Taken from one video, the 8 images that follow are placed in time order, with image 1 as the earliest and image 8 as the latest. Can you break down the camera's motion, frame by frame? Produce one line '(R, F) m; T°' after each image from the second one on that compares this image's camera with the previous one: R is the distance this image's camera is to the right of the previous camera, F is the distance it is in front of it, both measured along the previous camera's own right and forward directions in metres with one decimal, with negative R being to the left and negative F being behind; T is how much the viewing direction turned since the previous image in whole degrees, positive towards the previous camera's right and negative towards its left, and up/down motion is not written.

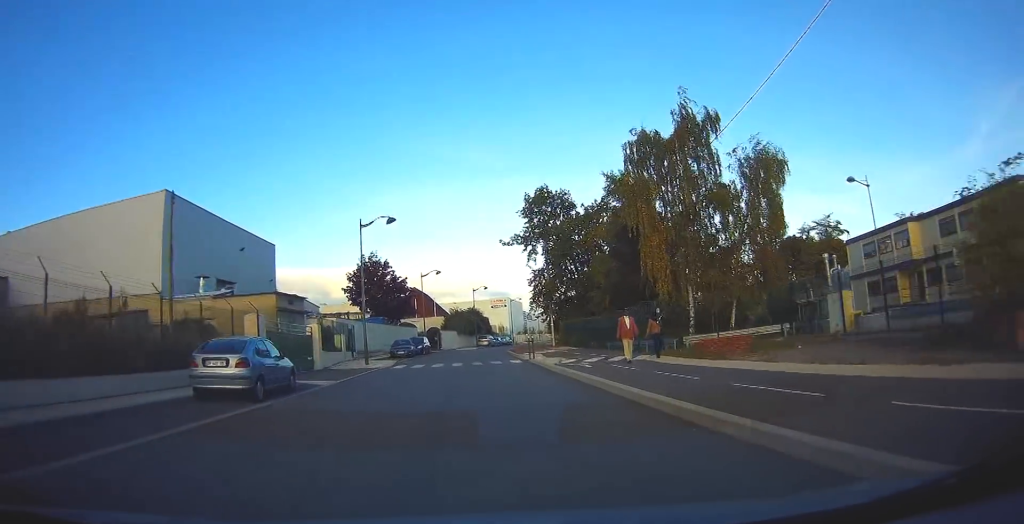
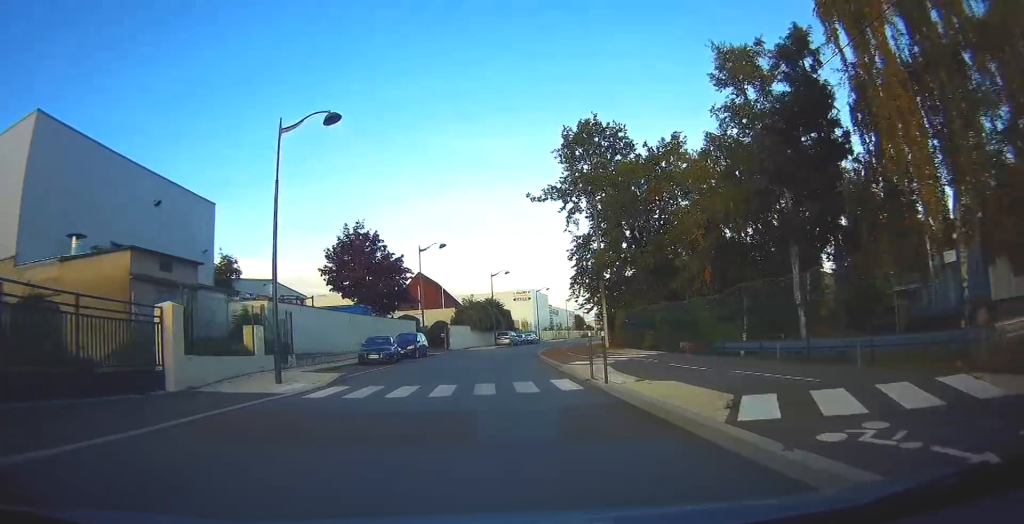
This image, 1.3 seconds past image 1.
(-0.1, +15.8) m; -2°
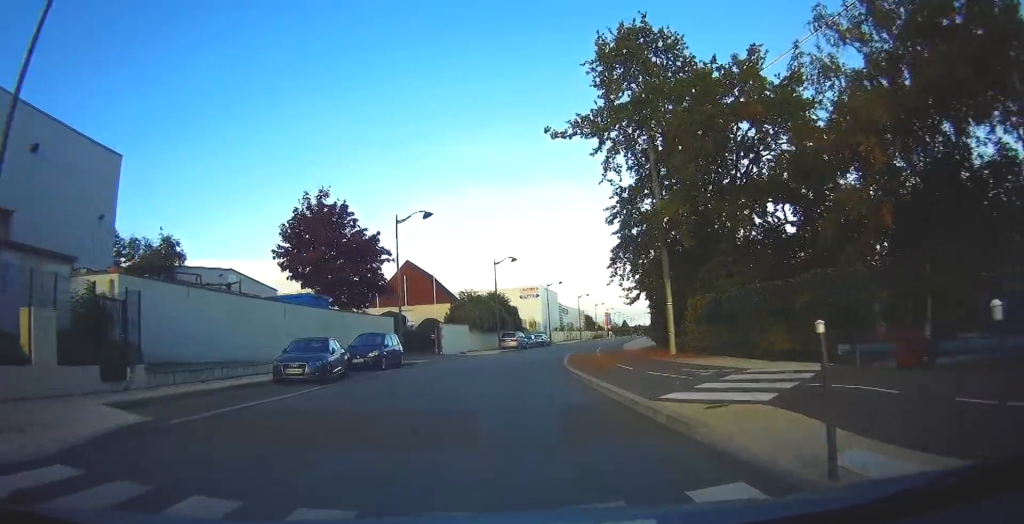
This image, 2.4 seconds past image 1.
(-0.4, +12.0) m; -2°
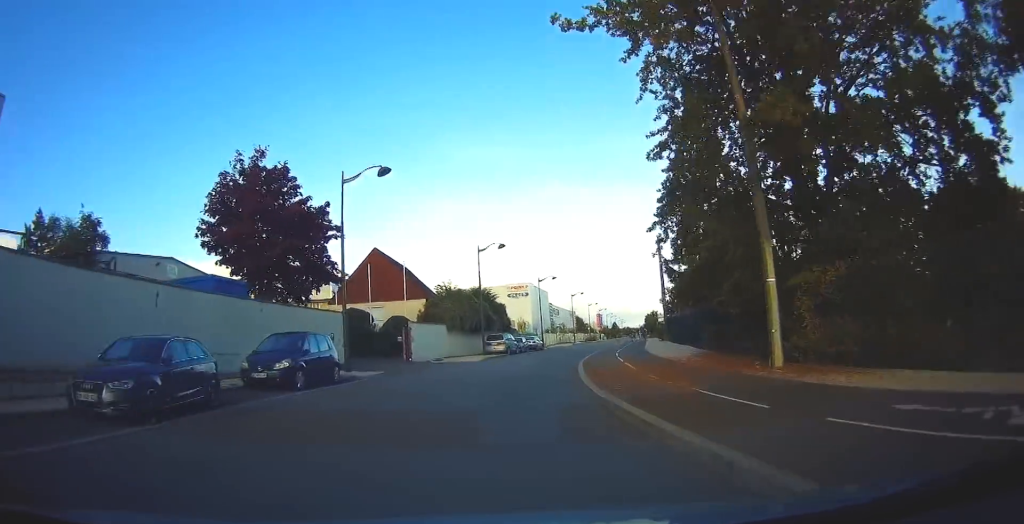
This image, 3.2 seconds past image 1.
(0.0, +9.1) m; 0°
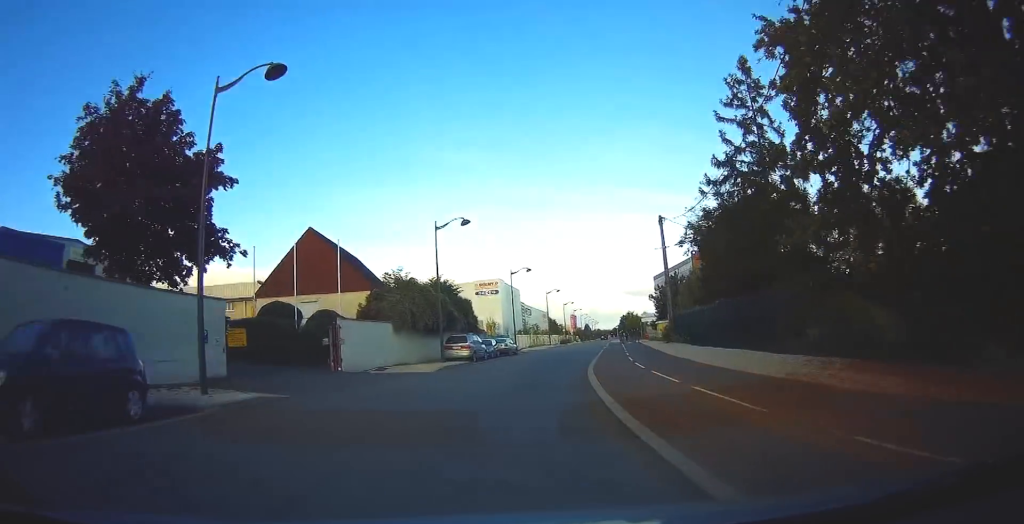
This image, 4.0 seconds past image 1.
(0.0, +9.5) m; +2°
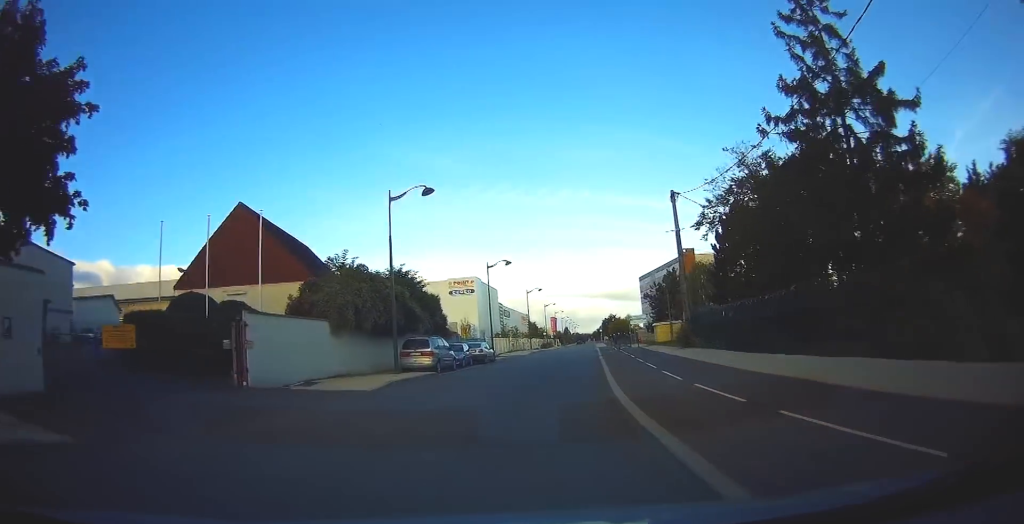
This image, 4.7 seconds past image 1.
(+0.1, +7.7) m; +3°
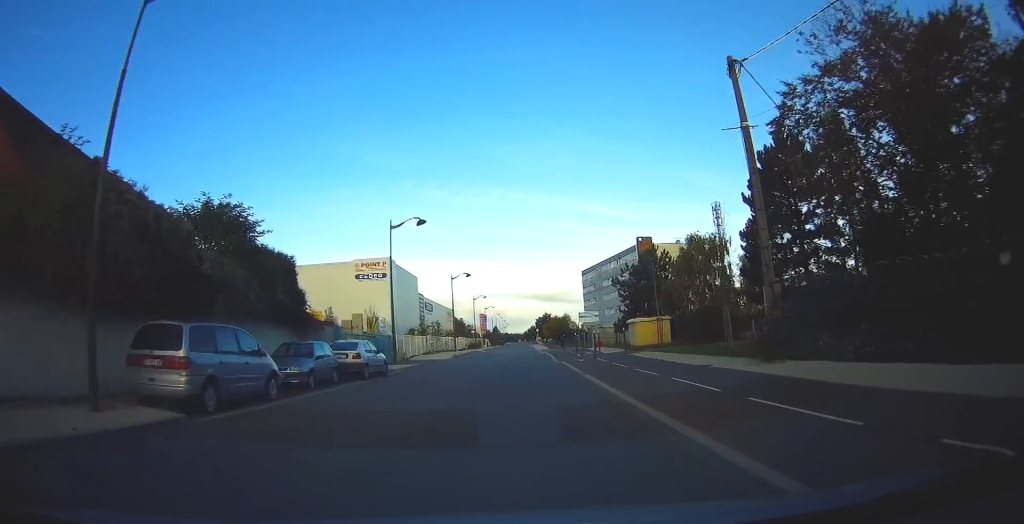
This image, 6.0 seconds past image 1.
(+1.3, +16.4) m; +6°
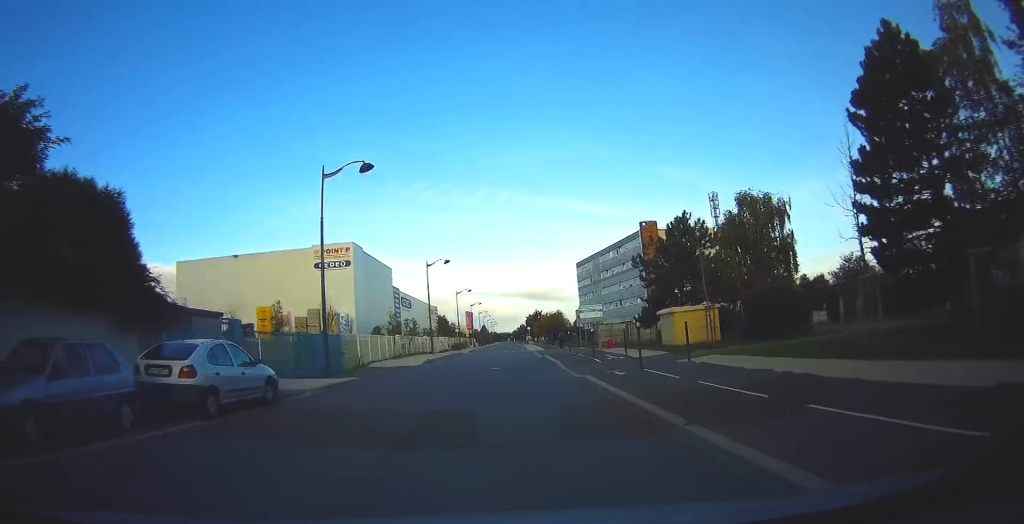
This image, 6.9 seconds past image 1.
(+0.2, +10.7) m; +2°
